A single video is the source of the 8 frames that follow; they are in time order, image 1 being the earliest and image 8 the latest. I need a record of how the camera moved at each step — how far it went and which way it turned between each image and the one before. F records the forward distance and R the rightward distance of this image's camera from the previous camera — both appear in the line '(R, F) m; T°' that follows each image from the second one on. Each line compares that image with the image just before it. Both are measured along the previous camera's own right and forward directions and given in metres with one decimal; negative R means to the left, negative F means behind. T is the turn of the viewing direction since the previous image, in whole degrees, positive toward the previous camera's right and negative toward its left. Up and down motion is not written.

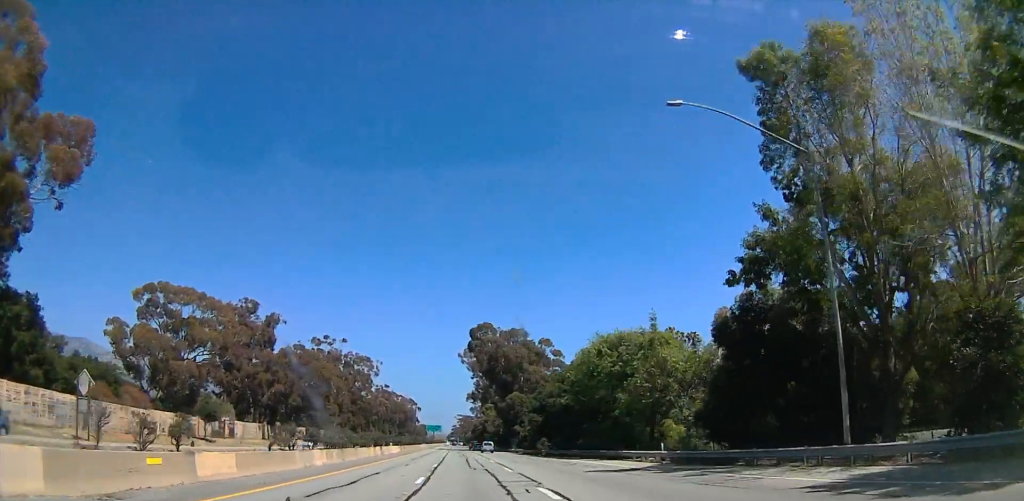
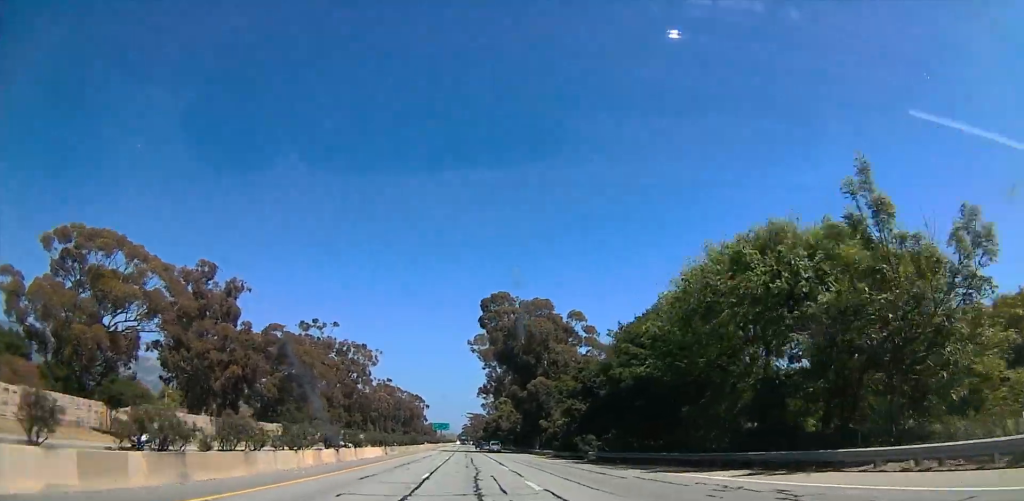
(0.0, +27.3) m; 0°
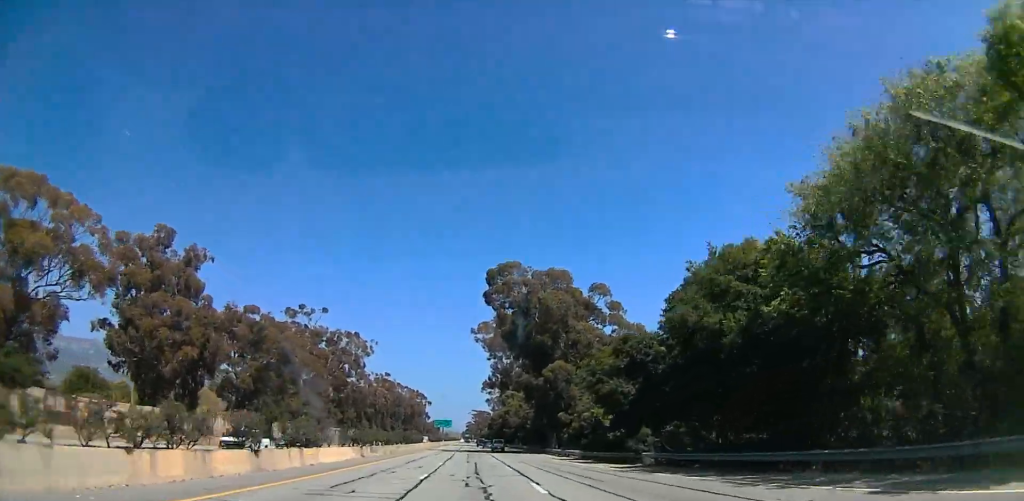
(0.0, +17.7) m; 0°
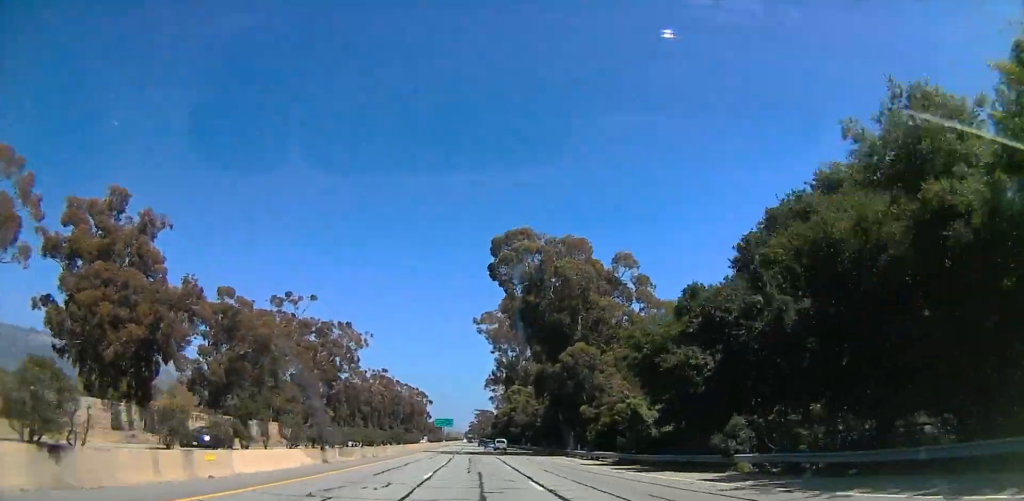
(0.0, +13.7) m; 0°
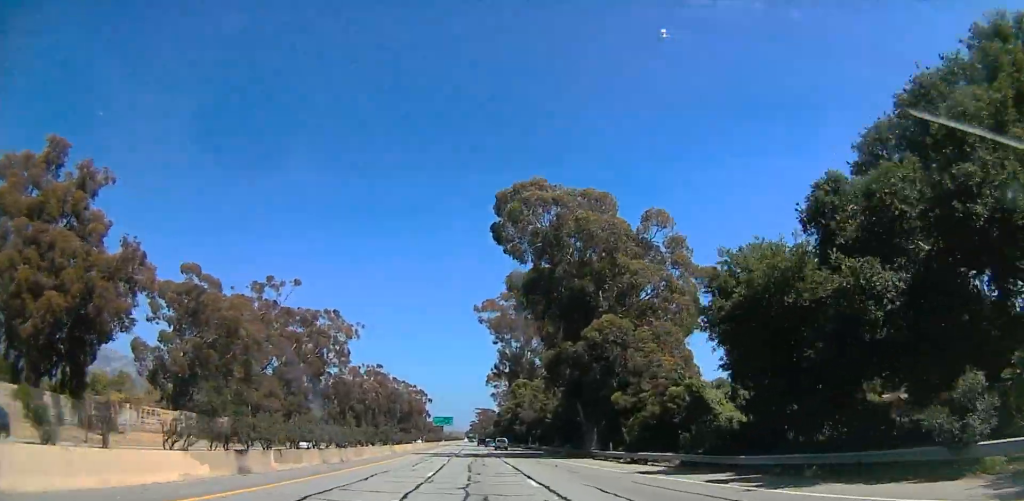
(0.0, +14.9) m; 0°
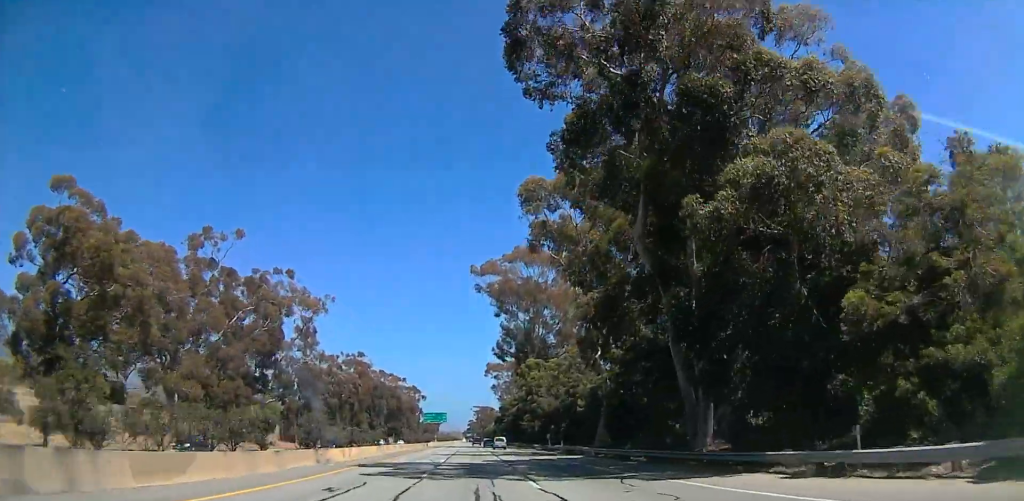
(0.0, +34.5) m; 0°
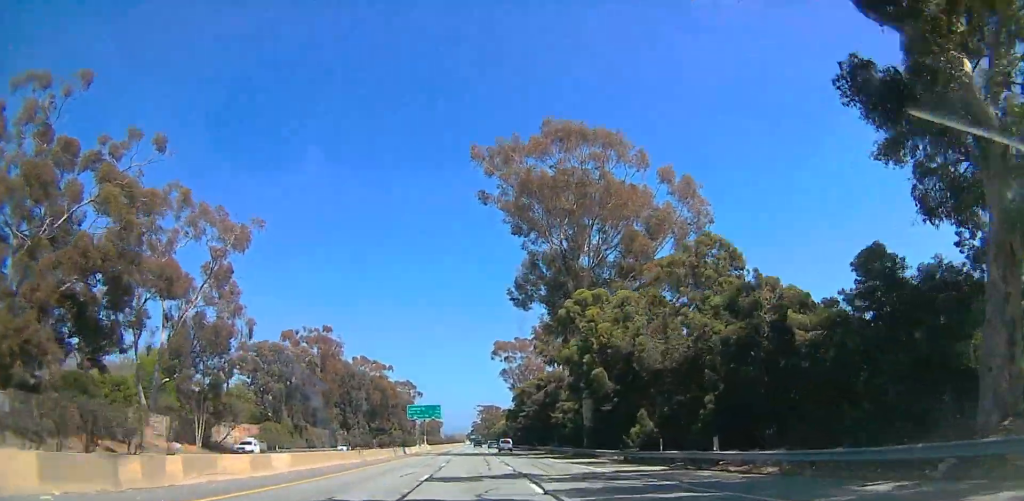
(0.0, +52.3) m; 0°
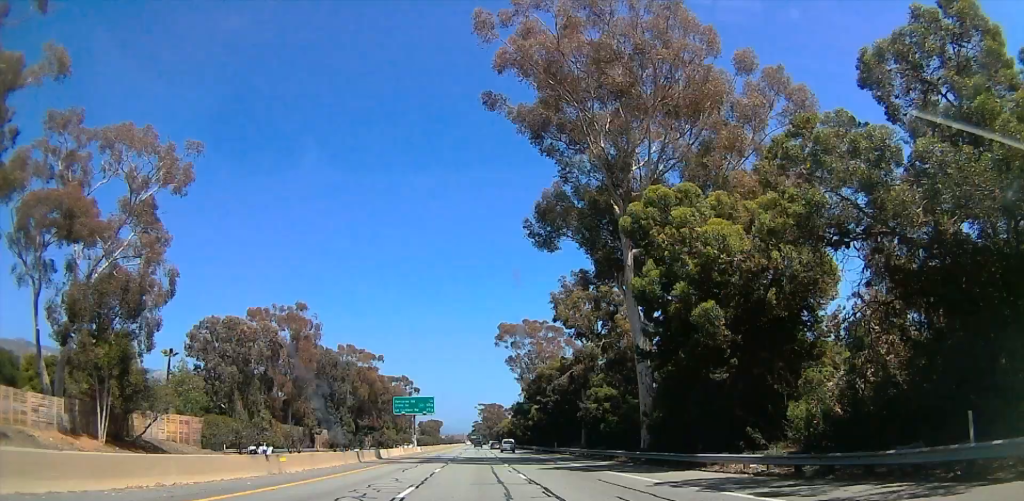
(0.0, +24.9) m; 0°
